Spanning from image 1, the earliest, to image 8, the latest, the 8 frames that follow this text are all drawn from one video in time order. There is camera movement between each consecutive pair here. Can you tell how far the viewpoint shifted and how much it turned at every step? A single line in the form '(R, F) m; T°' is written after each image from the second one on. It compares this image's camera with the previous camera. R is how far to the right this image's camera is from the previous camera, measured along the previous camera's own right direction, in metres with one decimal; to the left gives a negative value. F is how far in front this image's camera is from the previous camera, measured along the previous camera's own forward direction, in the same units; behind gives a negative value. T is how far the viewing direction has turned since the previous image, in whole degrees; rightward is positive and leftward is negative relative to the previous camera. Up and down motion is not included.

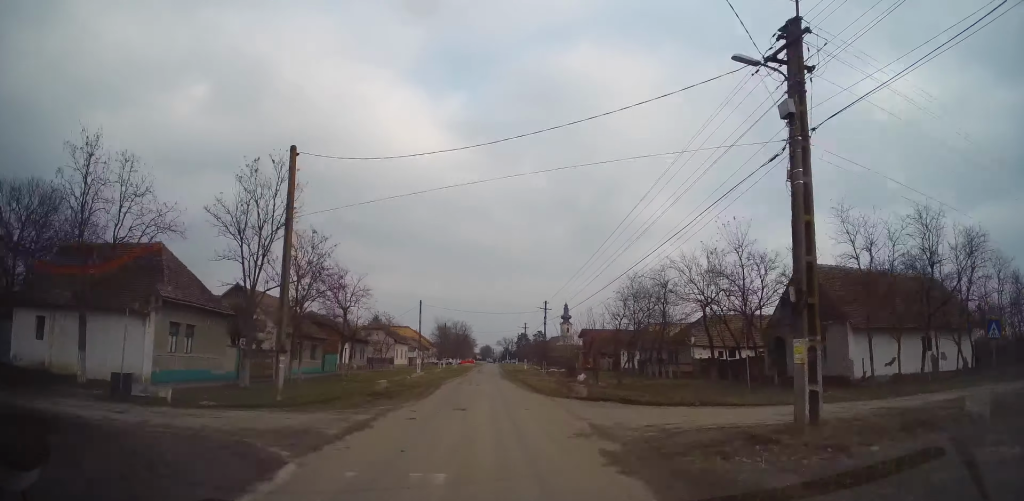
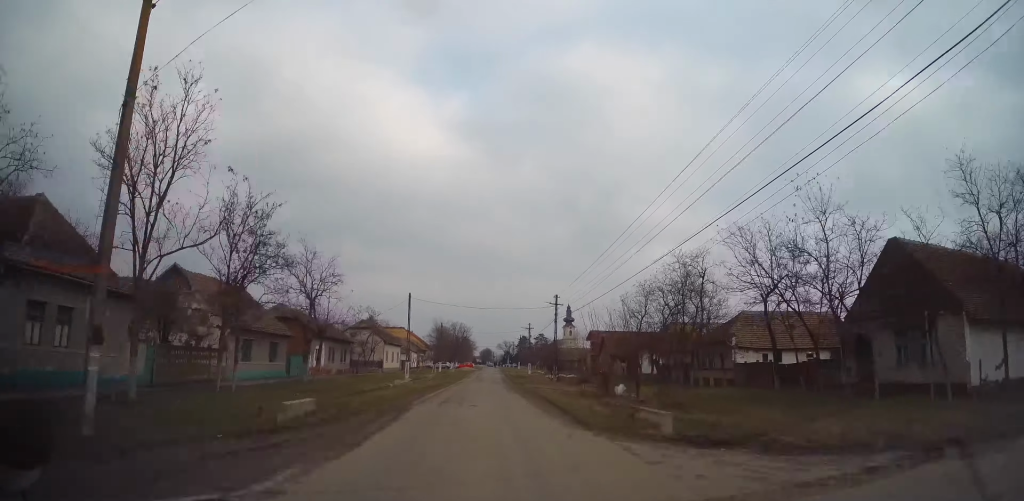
(+0.2, +8.5) m; 0°
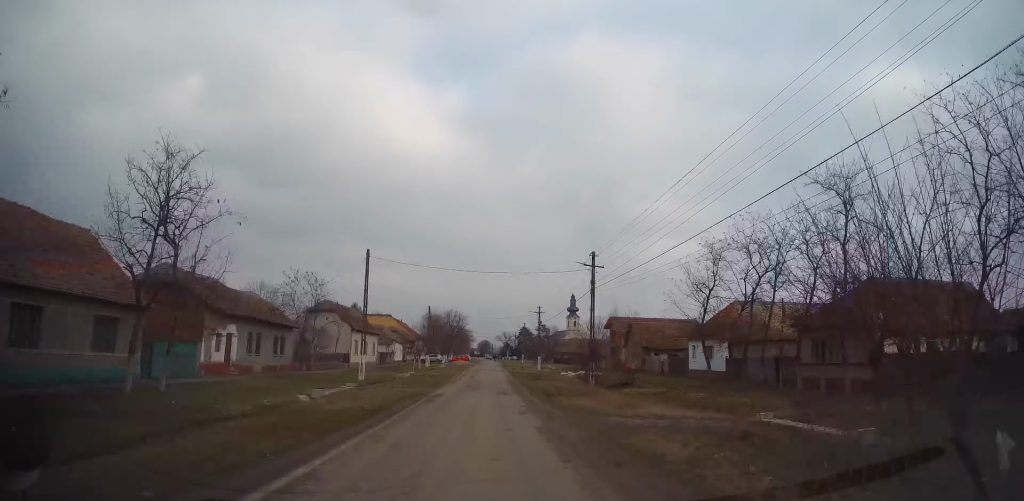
(-0.4, +17.4) m; -1°
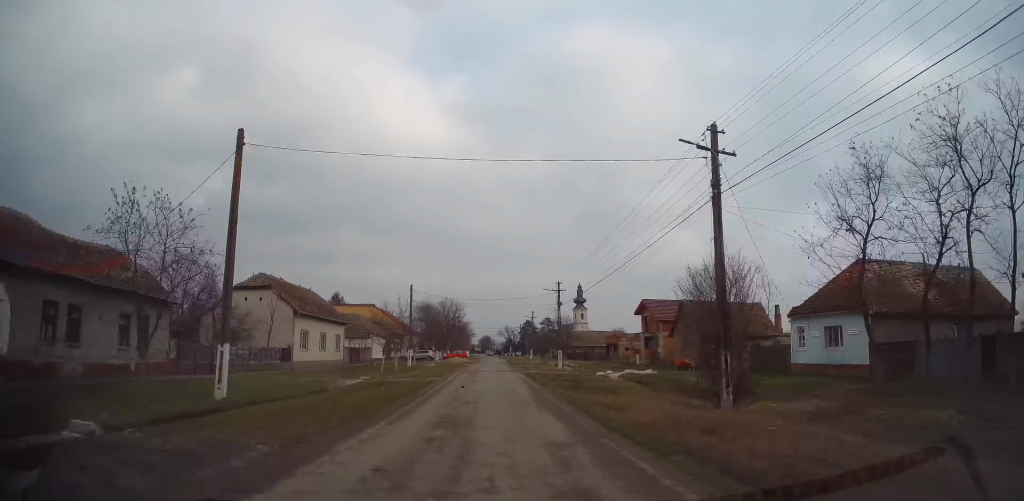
(0.0, +17.5) m; +2°
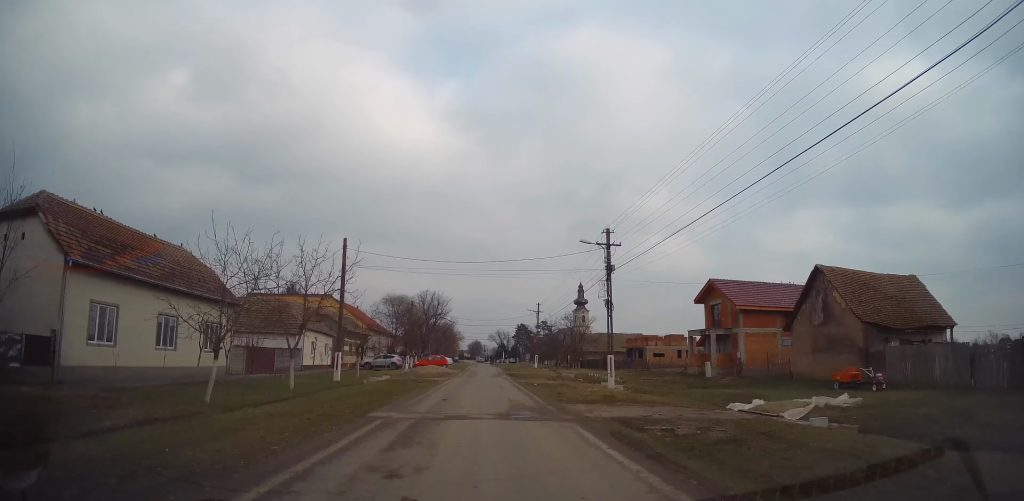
(+0.4, +23.2) m; 0°
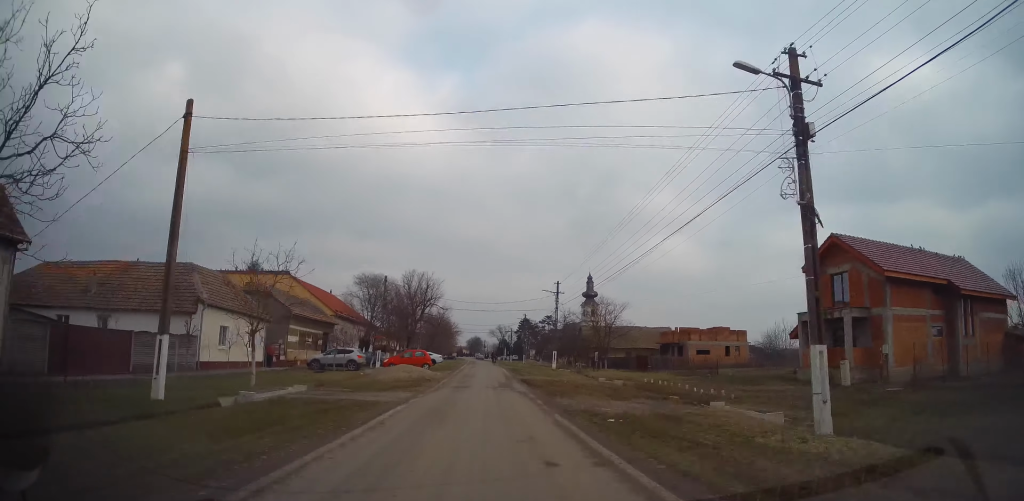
(-0.1, +17.5) m; 0°
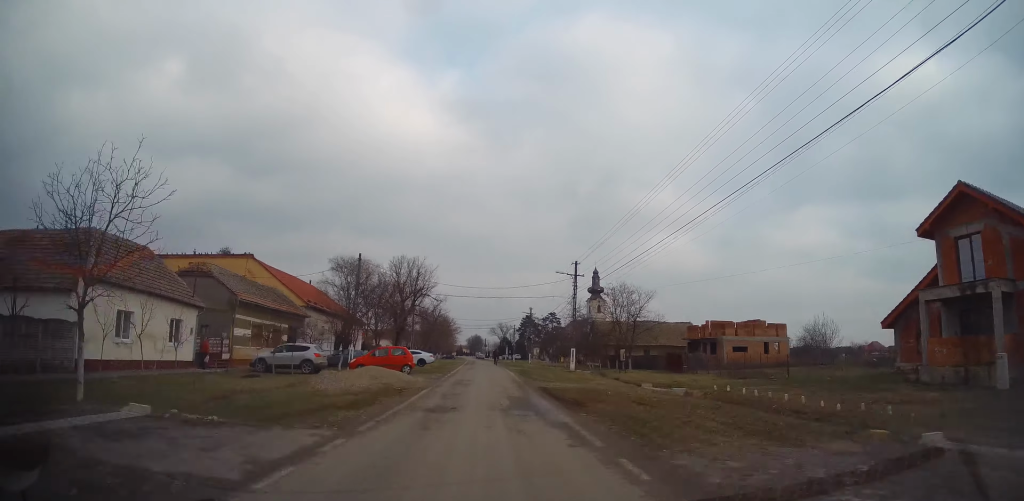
(+0.2, +9.9) m; 0°
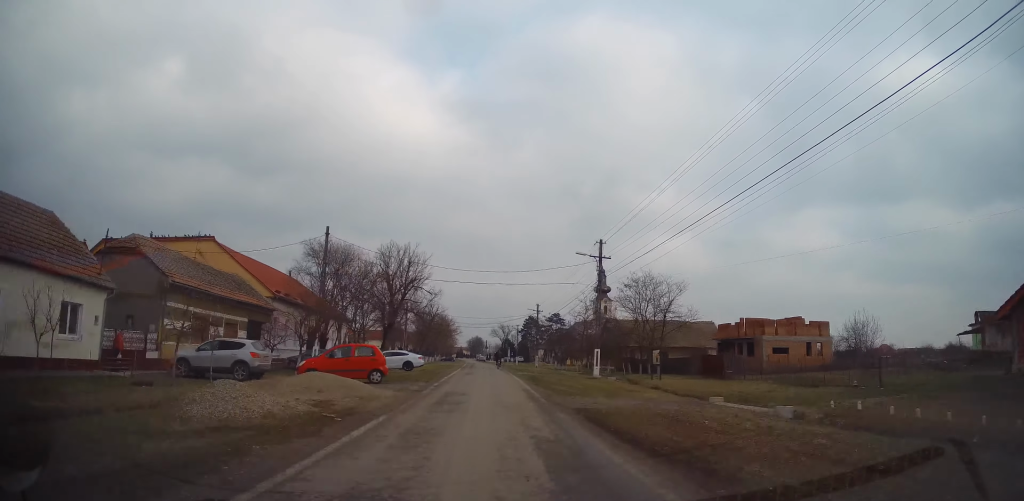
(-0.2, +8.1) m; 0°
